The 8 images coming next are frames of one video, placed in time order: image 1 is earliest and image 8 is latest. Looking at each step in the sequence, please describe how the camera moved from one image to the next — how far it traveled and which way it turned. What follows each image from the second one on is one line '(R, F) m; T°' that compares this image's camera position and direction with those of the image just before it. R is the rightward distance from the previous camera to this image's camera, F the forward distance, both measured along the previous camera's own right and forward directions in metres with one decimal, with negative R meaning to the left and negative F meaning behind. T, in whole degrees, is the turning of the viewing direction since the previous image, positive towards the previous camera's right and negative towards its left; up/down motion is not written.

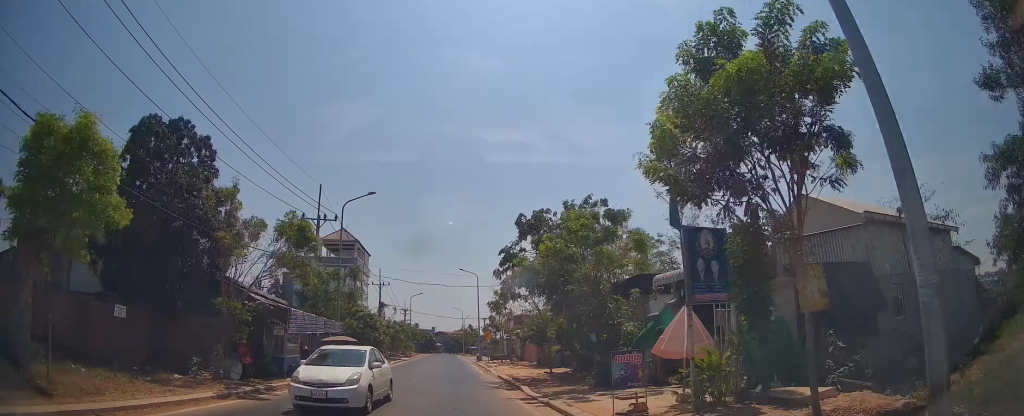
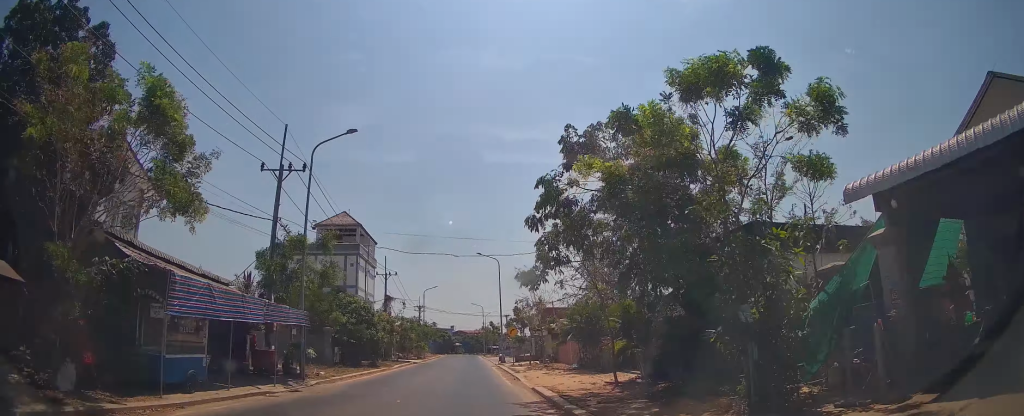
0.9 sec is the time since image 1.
(-0.1, +8.0) m; -2°
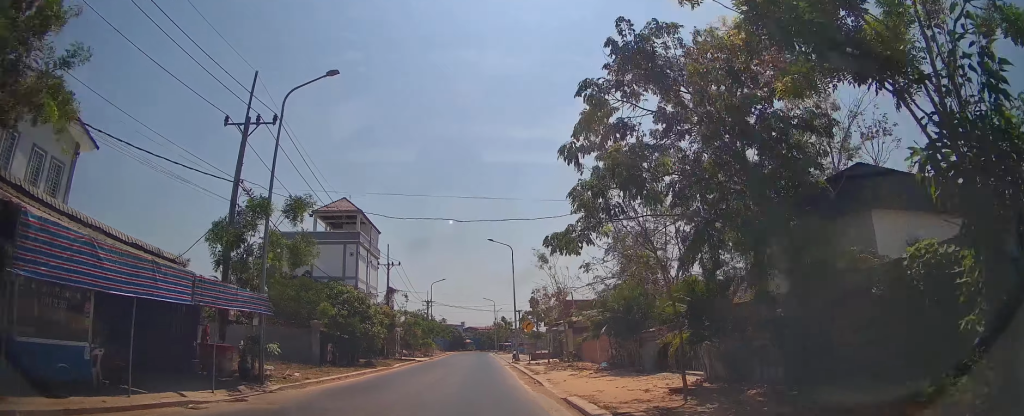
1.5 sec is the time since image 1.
(-0.1, +4.3) m; -1°
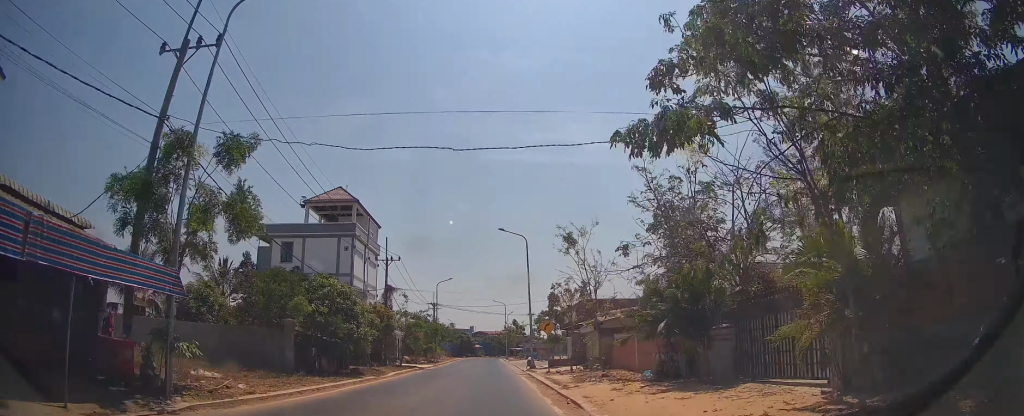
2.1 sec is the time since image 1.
(-0.1, +4.5) m; -1°
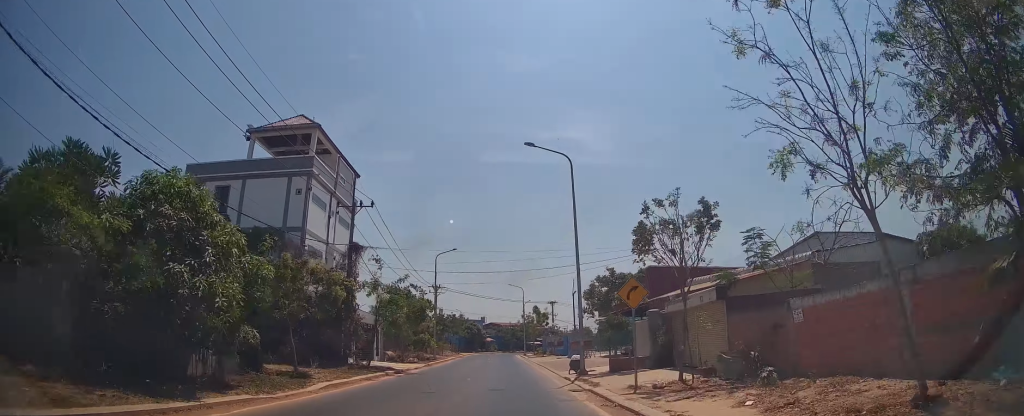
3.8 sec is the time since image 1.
(-0.2, +12.6) m; -2°
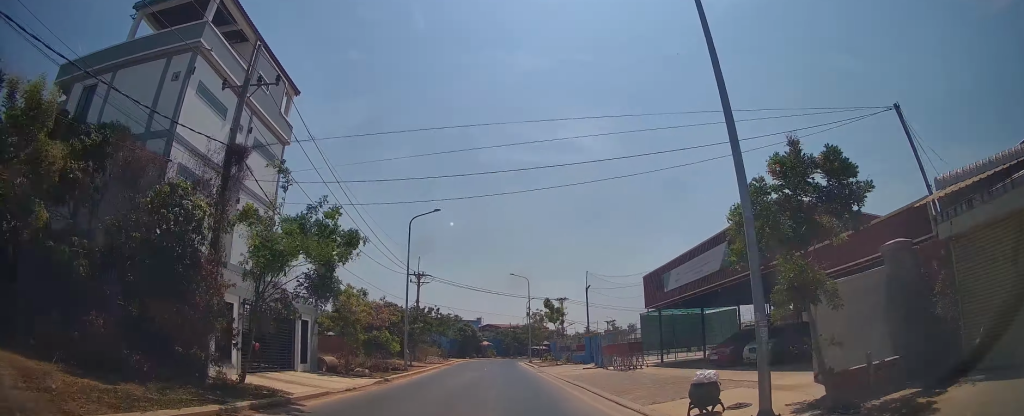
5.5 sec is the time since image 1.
(-0.1, +13.0) m; 0°
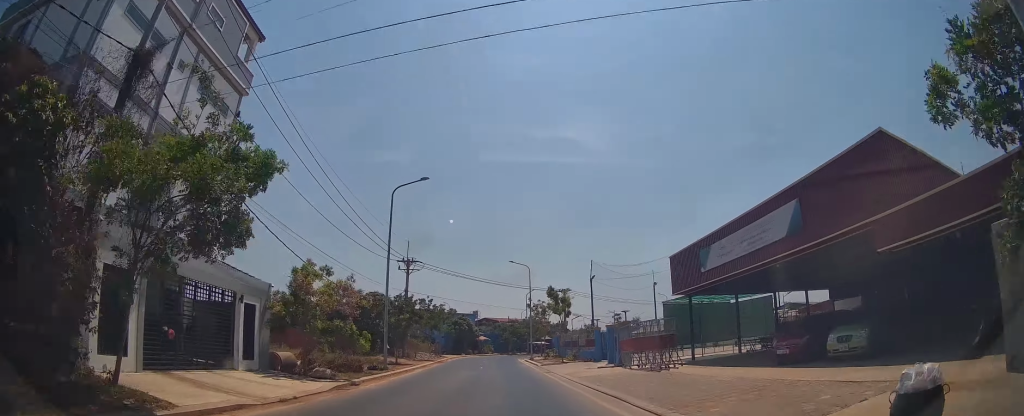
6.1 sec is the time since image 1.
(0.0, +5.1) m; 0°
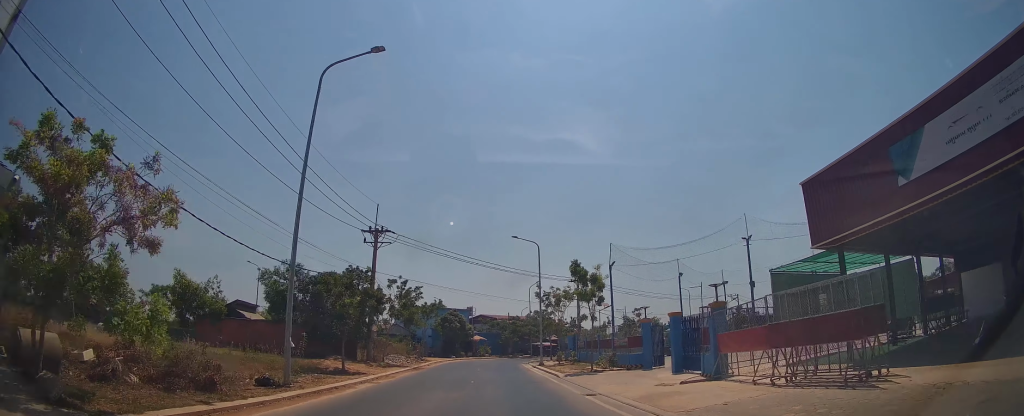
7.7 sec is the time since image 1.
(+0.1, +12.7) m; +1°
